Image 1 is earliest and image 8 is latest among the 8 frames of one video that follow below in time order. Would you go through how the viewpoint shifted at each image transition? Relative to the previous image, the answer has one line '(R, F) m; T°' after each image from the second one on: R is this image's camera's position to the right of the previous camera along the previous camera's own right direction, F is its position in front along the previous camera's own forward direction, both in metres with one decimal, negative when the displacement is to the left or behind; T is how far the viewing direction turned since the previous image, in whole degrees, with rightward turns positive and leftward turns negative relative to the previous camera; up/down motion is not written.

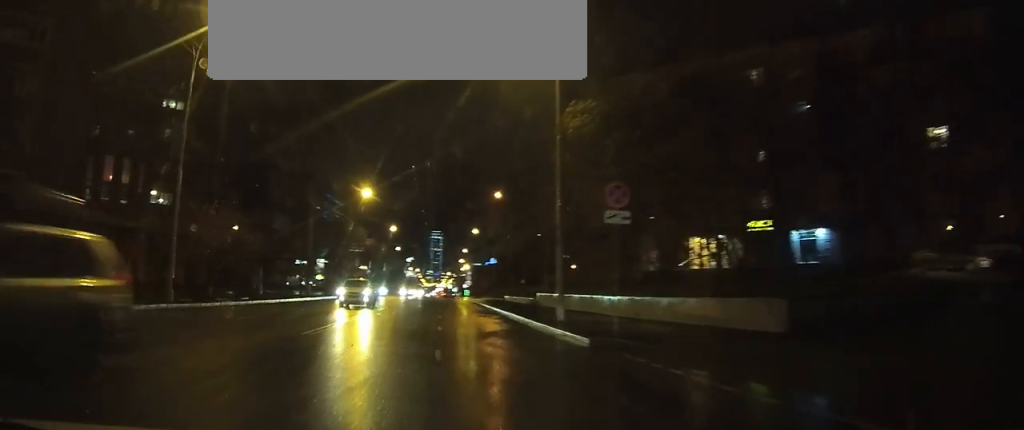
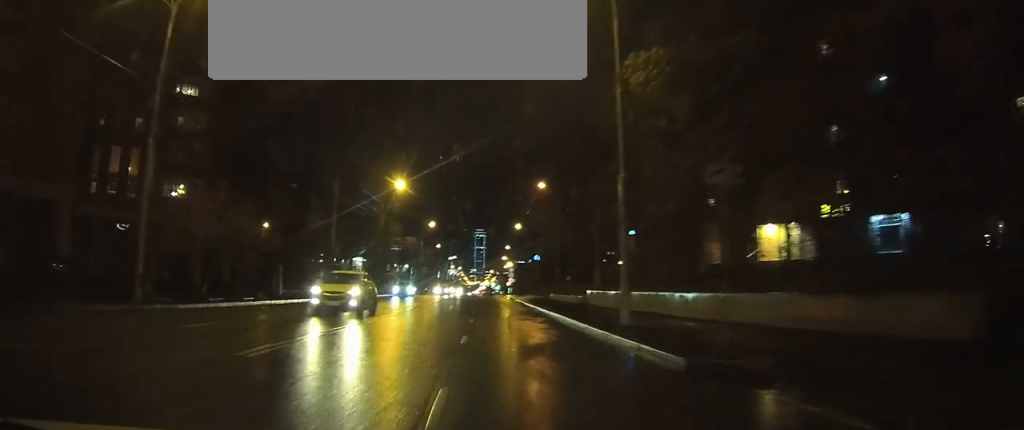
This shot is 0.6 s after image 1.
(0.0, +5.8) m; 0°
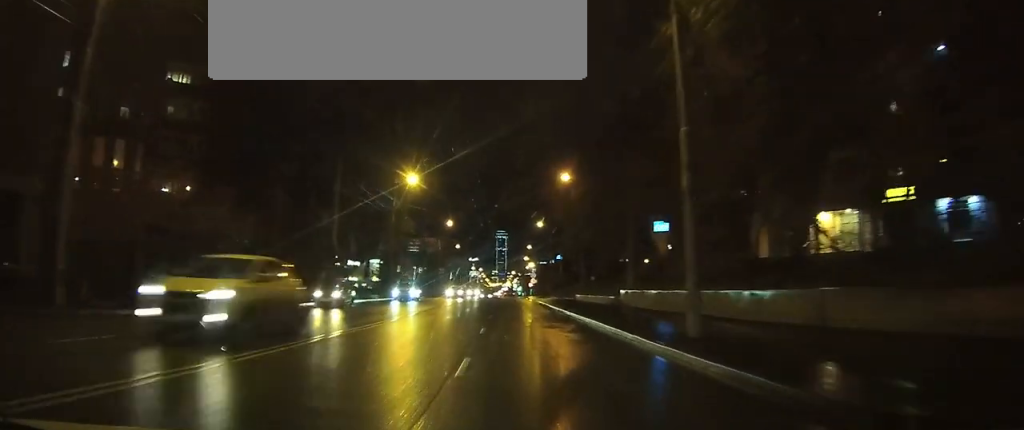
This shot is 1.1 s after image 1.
(0.0, +5.3) m; 0°
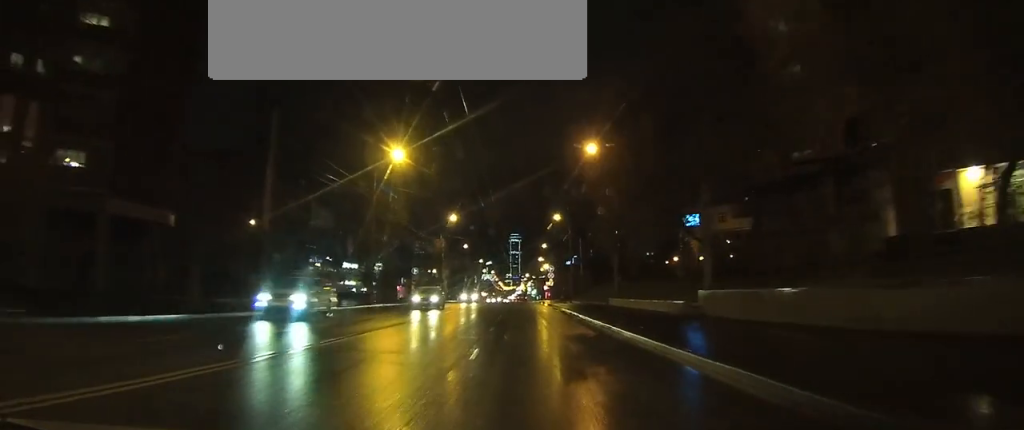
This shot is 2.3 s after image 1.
(0.0, +13.2) m; -2°
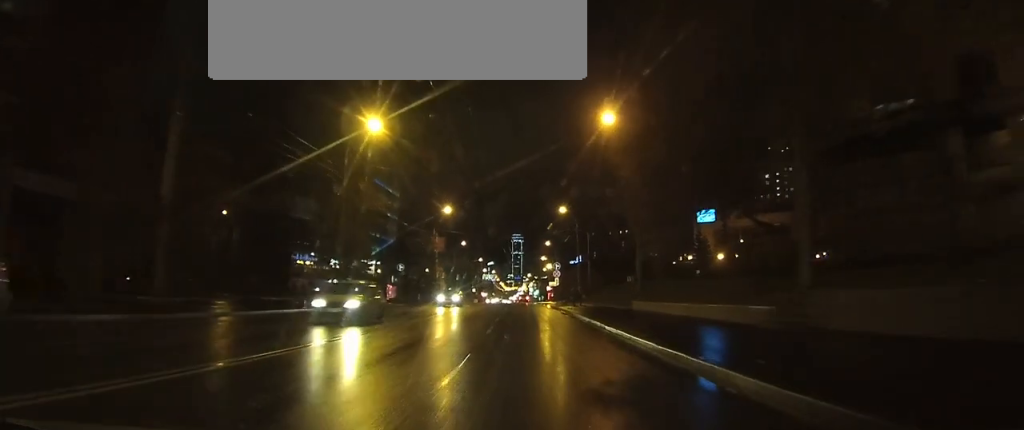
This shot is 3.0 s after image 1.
(-0.1, +8.6) m; -2°
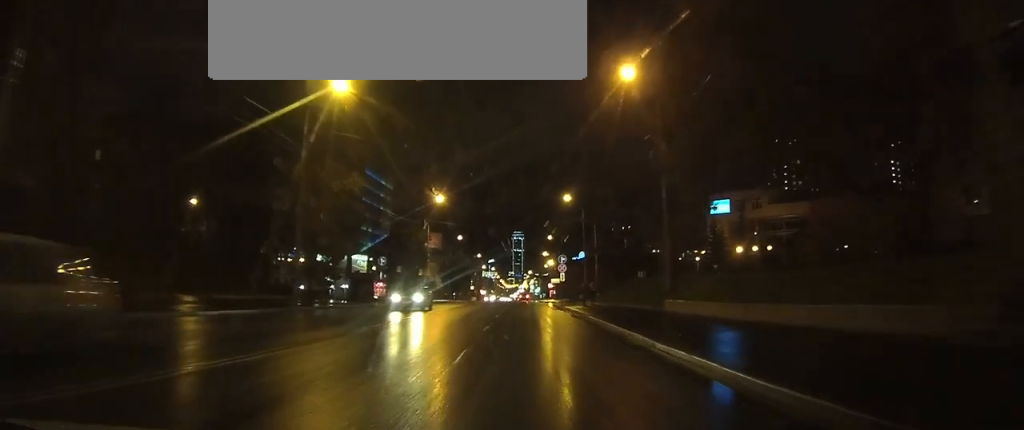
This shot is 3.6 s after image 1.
(-0.3, +7.8) m; -2°
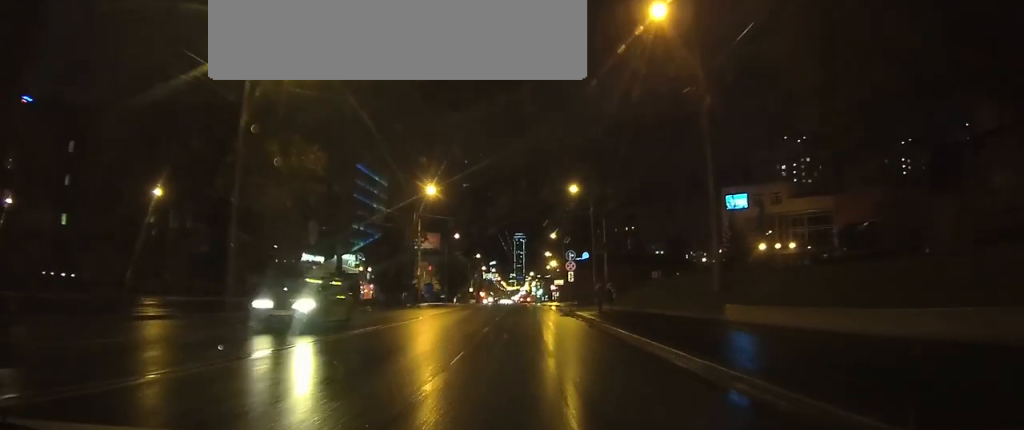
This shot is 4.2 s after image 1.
(-0.1, +7.8) m; -1°
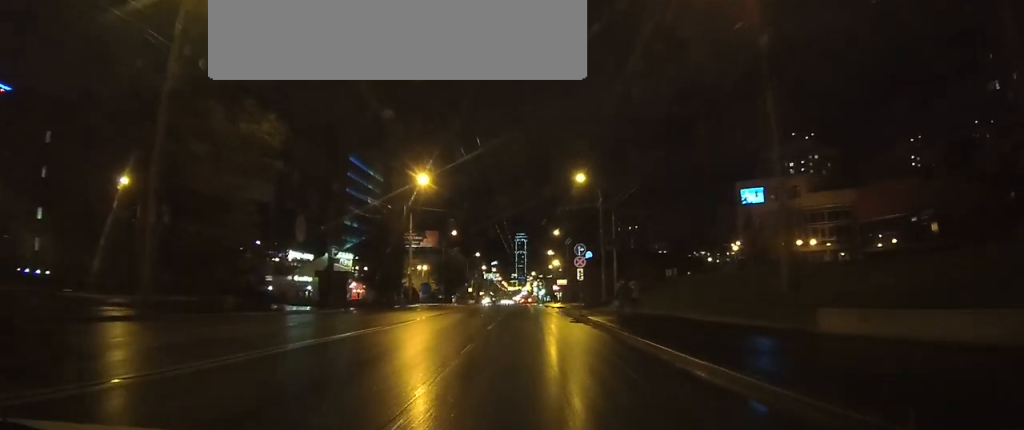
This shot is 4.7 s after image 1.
(0.0, +6.1) m; 0°
